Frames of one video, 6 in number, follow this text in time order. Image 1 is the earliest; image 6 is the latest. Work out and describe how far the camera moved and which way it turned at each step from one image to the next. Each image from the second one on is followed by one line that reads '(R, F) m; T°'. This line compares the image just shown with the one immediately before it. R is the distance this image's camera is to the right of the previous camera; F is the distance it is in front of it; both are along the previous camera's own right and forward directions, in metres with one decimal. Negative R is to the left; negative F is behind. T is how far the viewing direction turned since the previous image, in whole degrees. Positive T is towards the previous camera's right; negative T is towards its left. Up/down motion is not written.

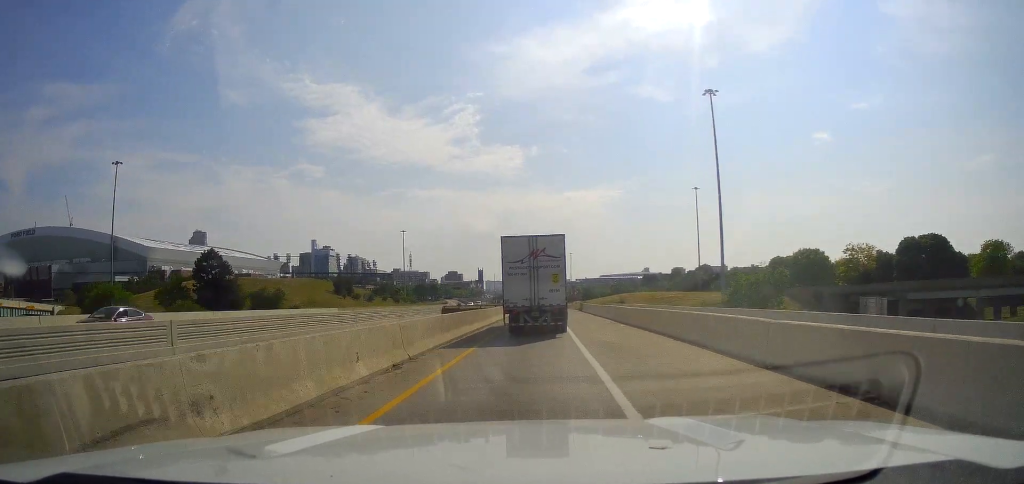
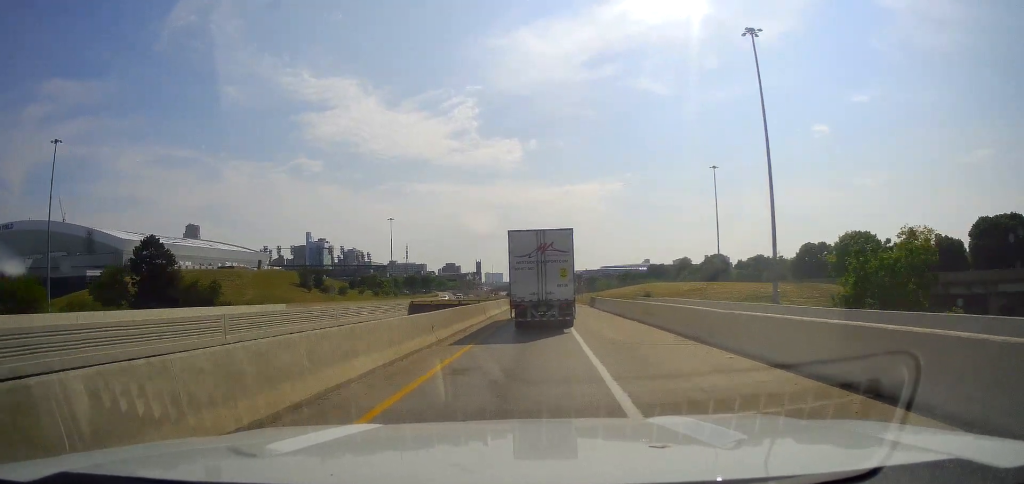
(0.0, +19.7) m; 0°
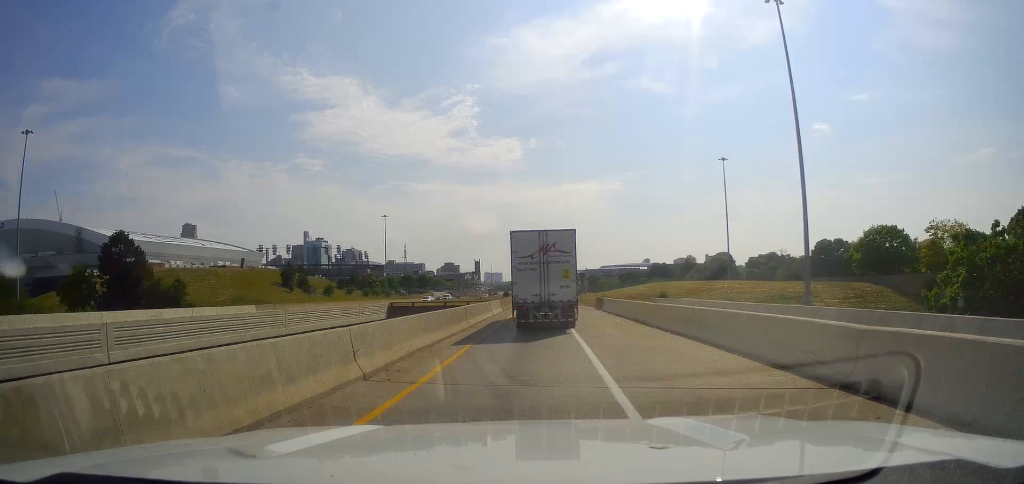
(0.0, +8.4) m; 0°
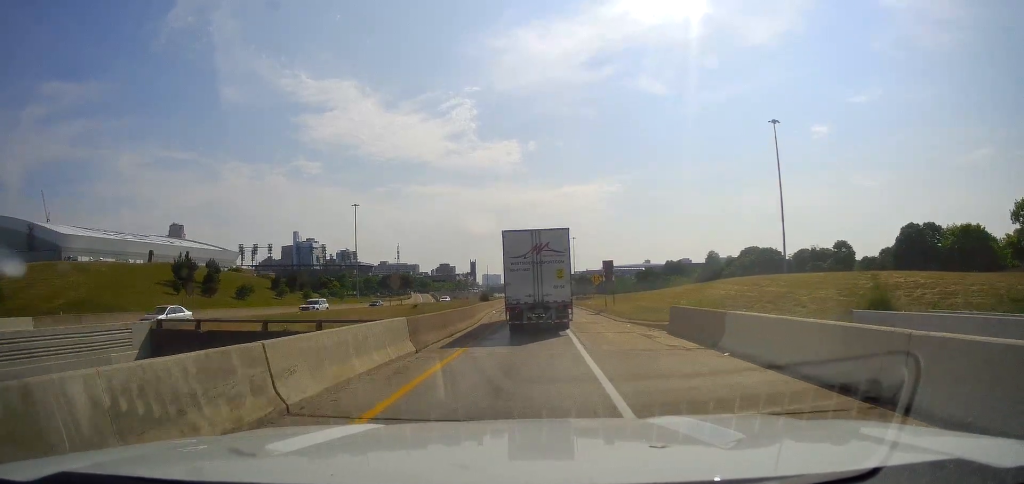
(+0.4, +34.9) m; +2°
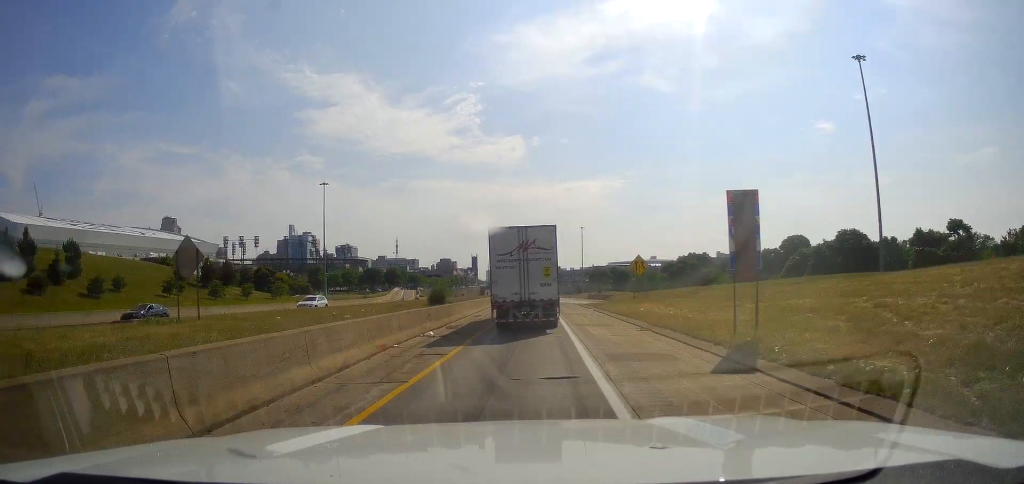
(0.0, +32.7) m; -1°
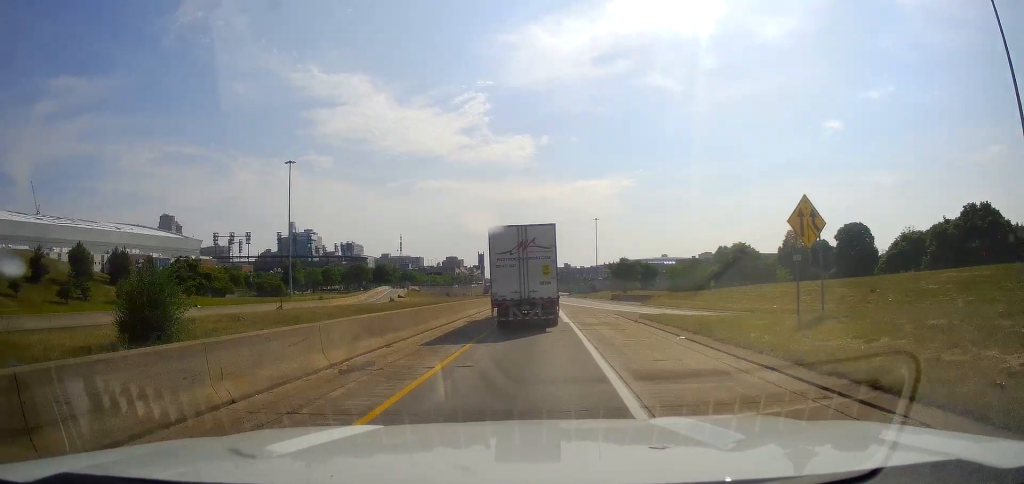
(-0.4, +29.1) m; -1°
